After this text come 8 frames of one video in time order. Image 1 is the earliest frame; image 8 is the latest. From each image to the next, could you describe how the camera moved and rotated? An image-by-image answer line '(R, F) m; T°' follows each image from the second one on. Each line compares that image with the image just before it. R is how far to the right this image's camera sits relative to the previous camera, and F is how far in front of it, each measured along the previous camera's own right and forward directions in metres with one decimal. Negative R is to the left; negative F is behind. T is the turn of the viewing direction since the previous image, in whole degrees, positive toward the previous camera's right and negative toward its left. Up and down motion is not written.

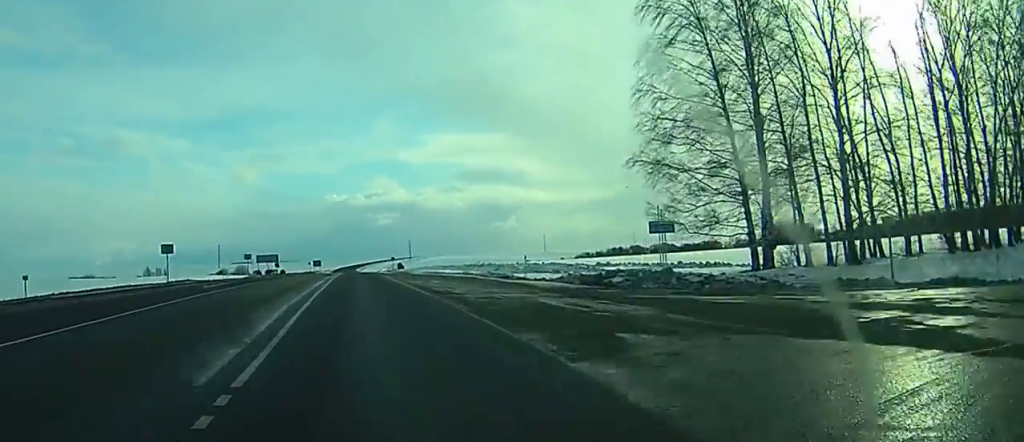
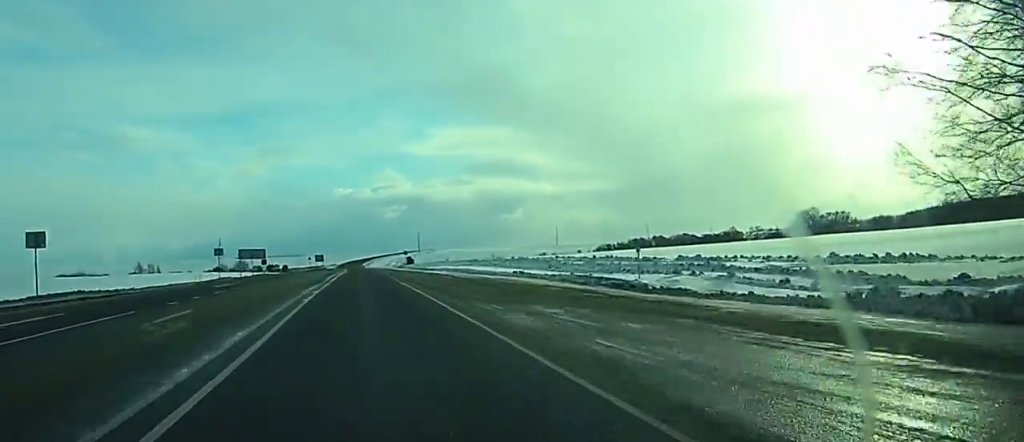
(+0.1, +27.2) m; 0°
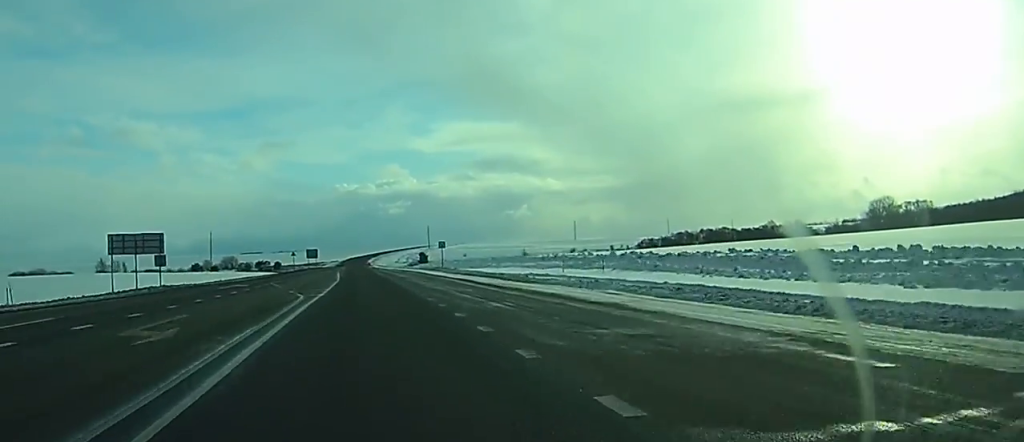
(-0.9, +60.4) m; -2°
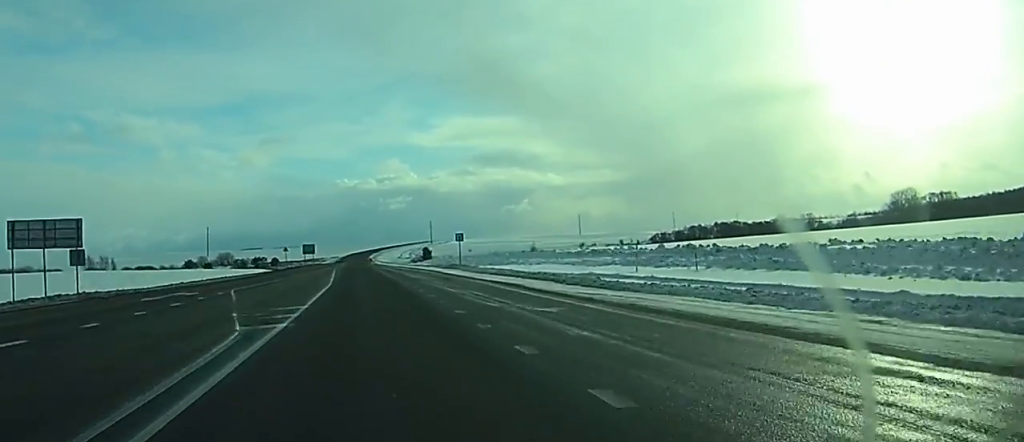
(0.0, +15.7) m; 0°
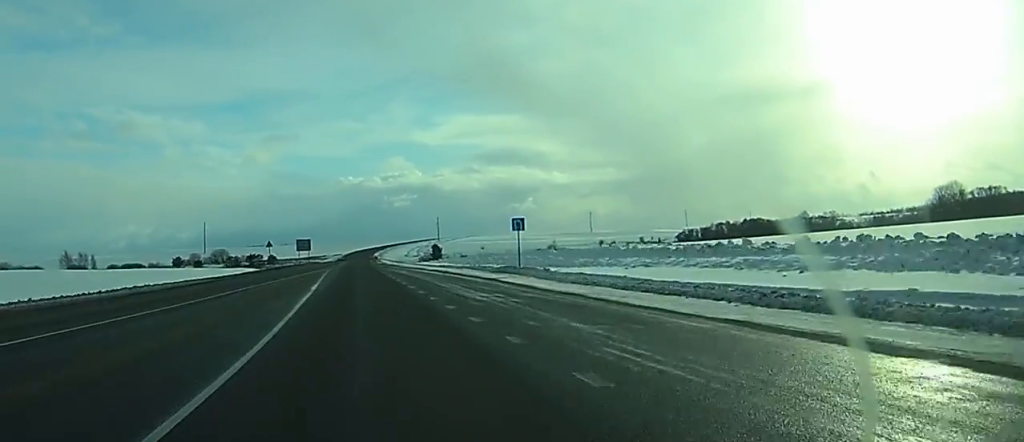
(-0.1, +27.0) m; 0°
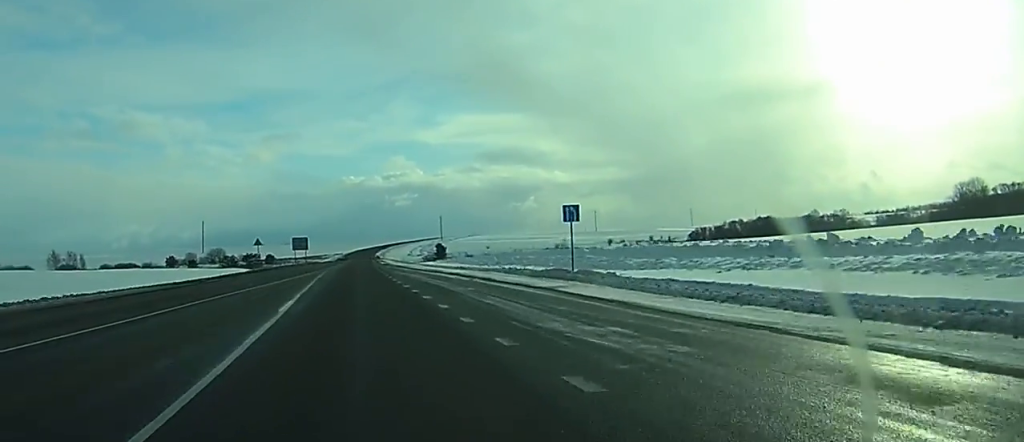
(0.0, +12.2) m; 0°
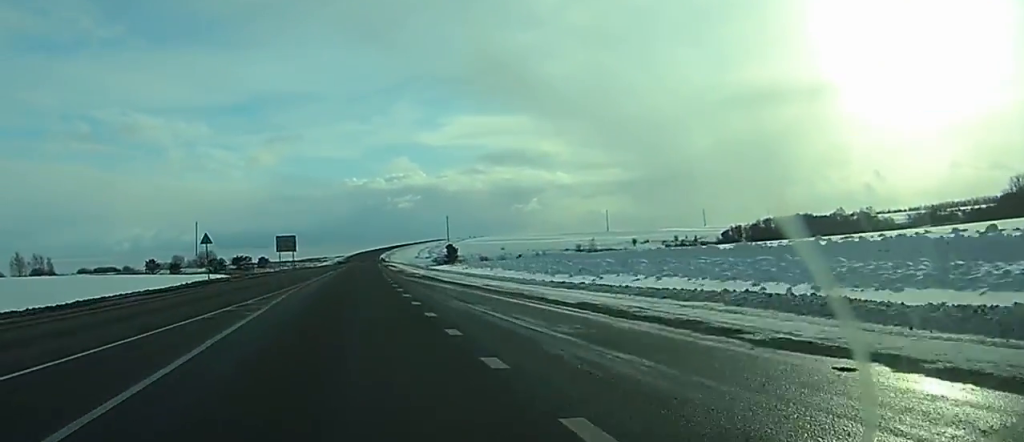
(0.0, +30.3) m; 0°
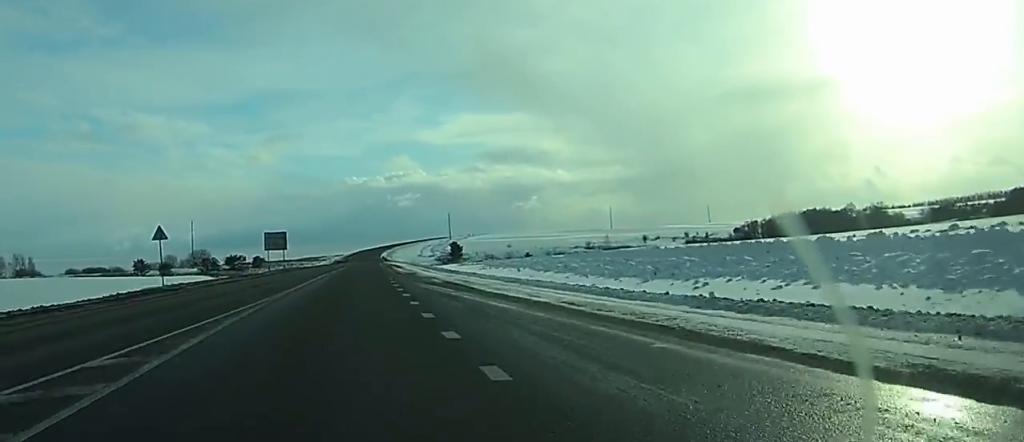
(0.0, +13.3) m; 0°
